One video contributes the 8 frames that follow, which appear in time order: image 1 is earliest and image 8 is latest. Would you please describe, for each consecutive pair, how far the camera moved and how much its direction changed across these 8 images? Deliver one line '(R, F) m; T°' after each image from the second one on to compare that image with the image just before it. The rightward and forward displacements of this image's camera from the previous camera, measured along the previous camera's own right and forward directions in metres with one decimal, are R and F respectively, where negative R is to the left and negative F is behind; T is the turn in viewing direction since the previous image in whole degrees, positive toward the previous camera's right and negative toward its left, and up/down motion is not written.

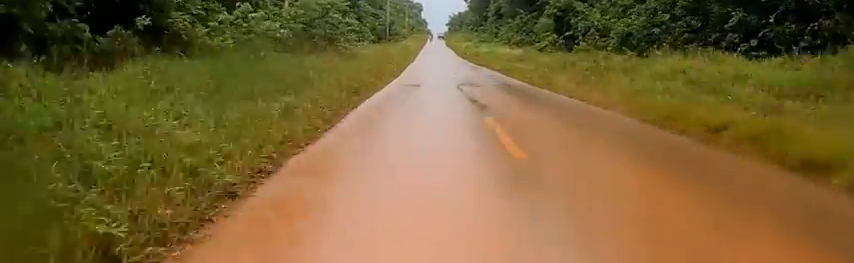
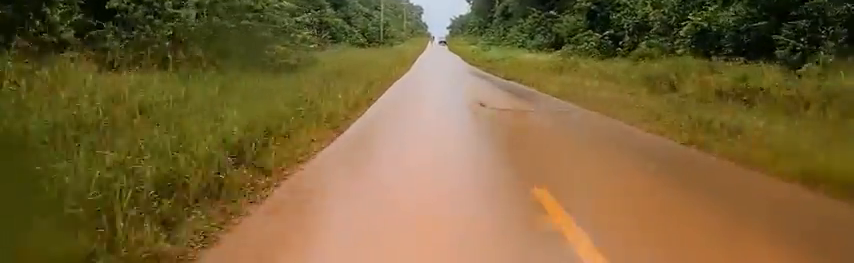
(0.0, +12.1) m; 0°
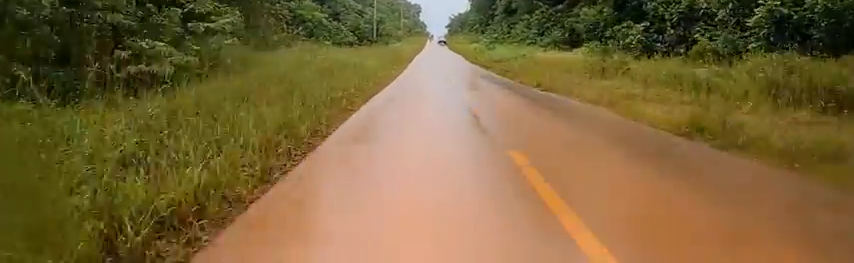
(0.0, +6.8) m; 0°
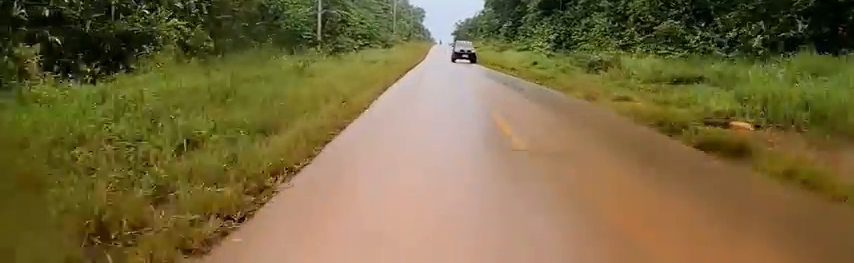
(+0.3, +36.5) m; +2°
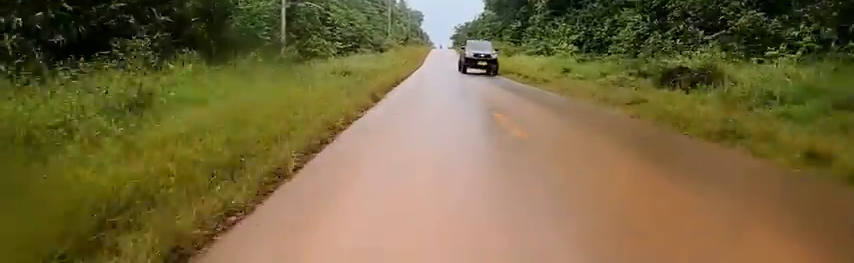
(+0.2, +7.3) m; +1°
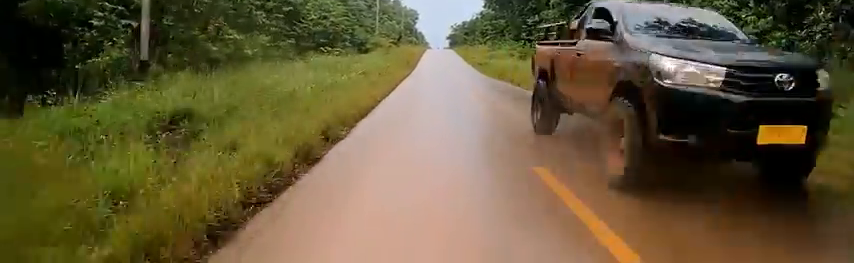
(+0.1, +11.7) m; 0°
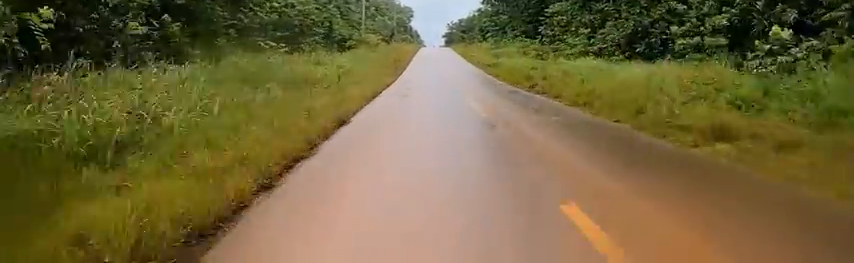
(0.0, +8.8) m; 0°
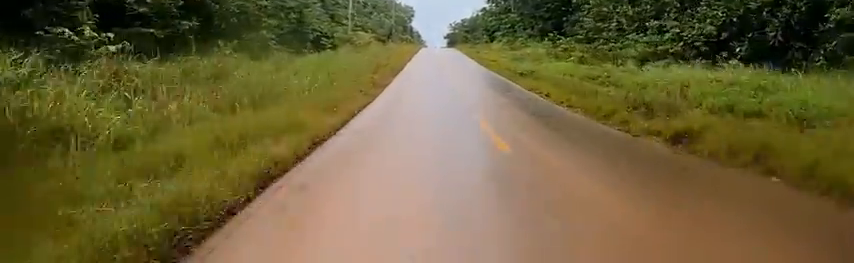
(-0.1, +10.8) m; -1°
